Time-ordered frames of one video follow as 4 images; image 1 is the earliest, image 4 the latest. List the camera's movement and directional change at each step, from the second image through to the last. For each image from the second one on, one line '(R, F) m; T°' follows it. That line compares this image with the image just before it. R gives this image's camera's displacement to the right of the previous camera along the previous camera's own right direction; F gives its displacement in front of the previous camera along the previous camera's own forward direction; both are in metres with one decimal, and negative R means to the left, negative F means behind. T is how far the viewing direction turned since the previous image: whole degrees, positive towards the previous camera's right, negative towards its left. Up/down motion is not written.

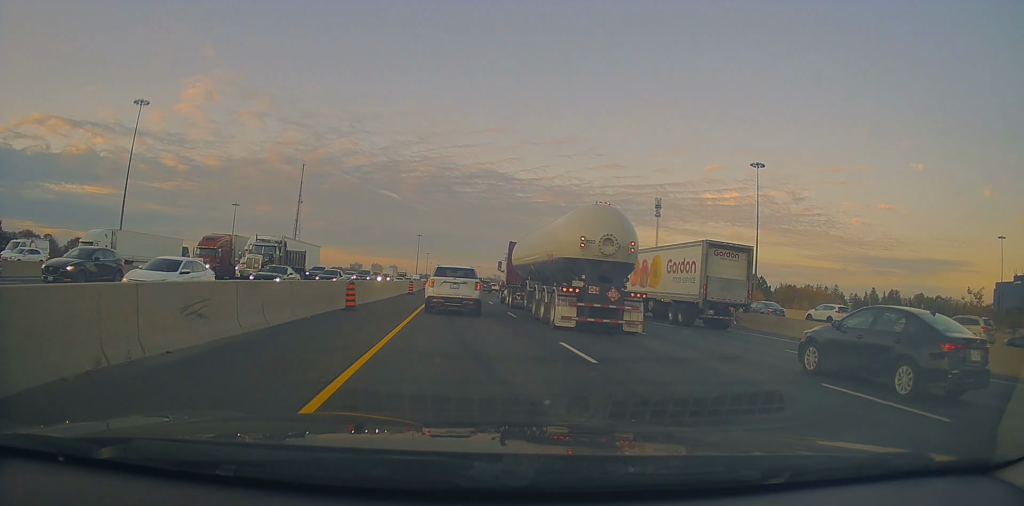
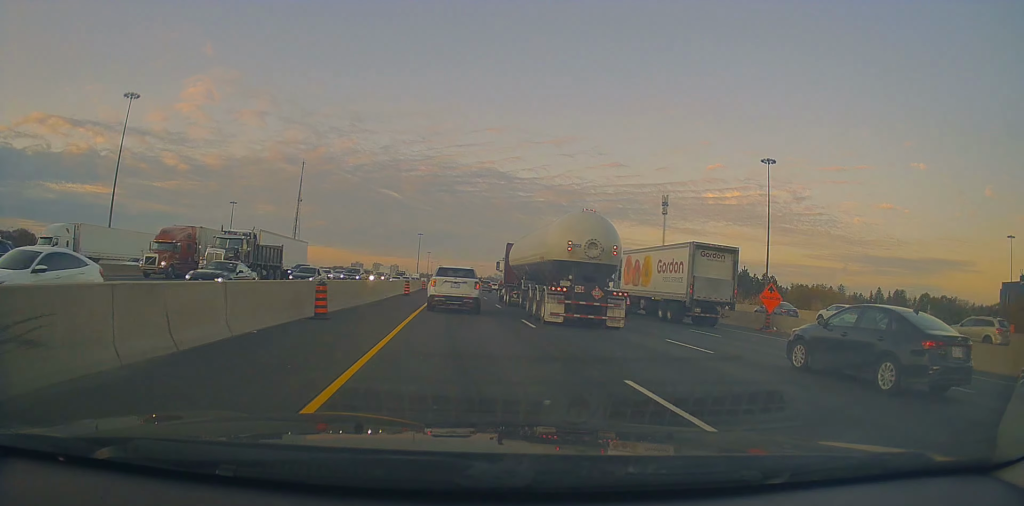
(+0.1, +4.6) m; +2°
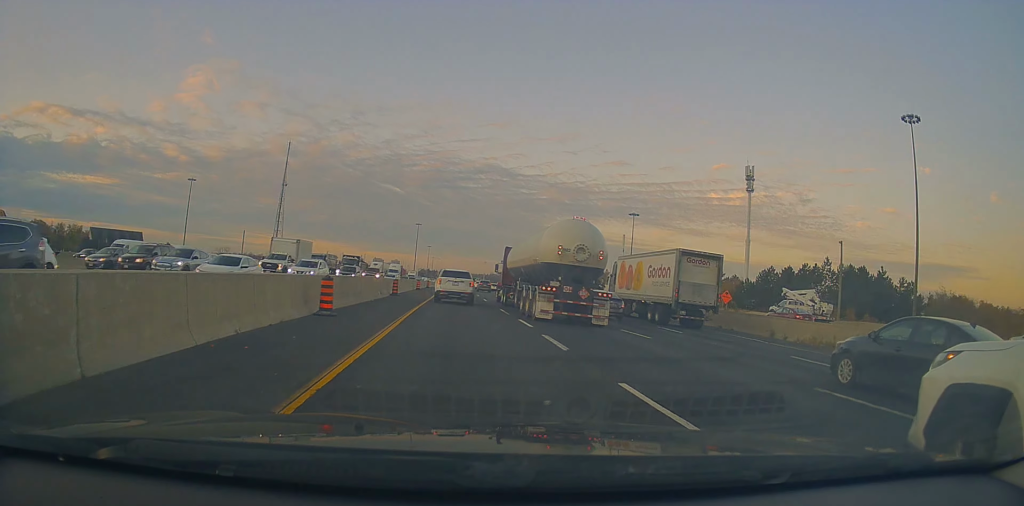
(-1.1, +49.2) m; -1°
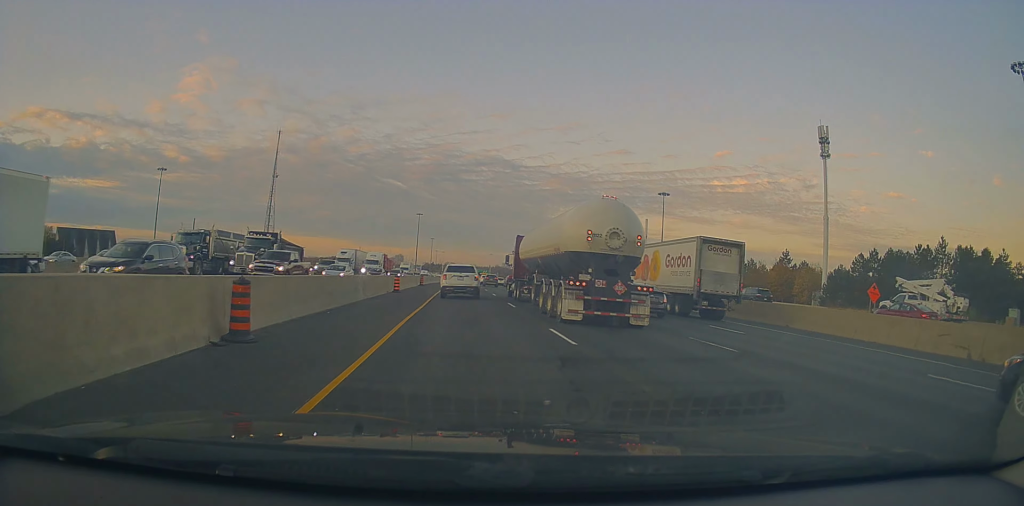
(-0.3, +26.8) m; 0°
